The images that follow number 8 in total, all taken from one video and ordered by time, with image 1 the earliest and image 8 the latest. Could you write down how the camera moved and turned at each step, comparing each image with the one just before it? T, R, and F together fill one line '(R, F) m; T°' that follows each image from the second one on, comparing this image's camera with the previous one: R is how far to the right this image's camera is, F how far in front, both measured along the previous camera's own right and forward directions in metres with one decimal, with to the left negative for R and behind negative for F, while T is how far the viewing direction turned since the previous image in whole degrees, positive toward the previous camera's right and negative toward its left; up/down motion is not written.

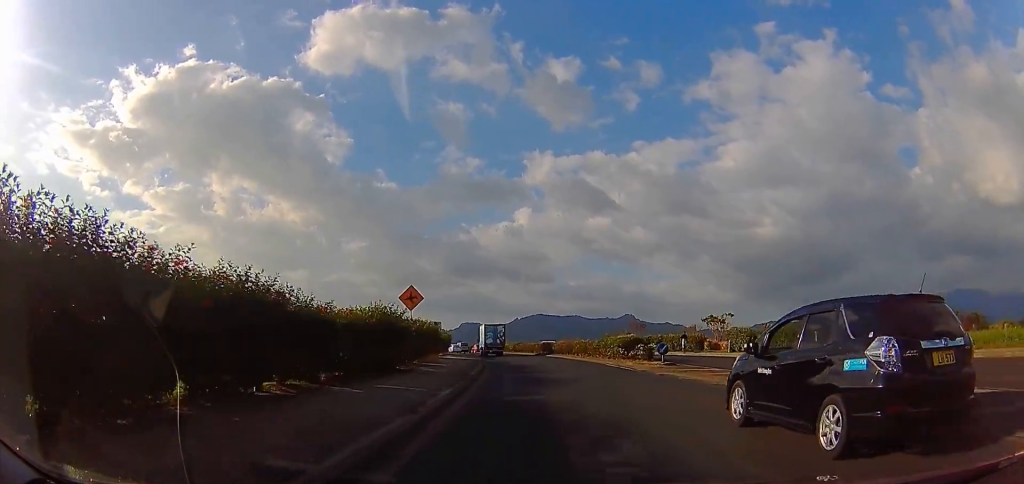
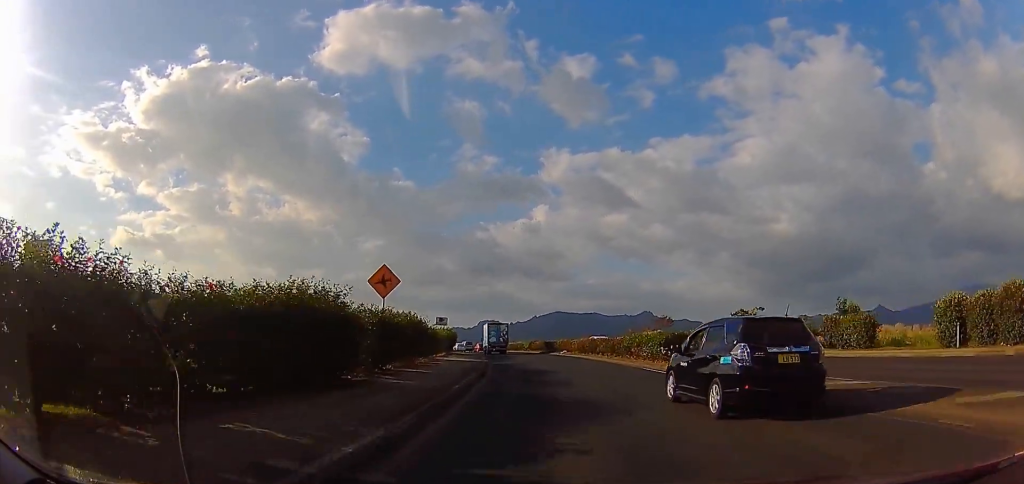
(0.0, +7.0) m; 0°
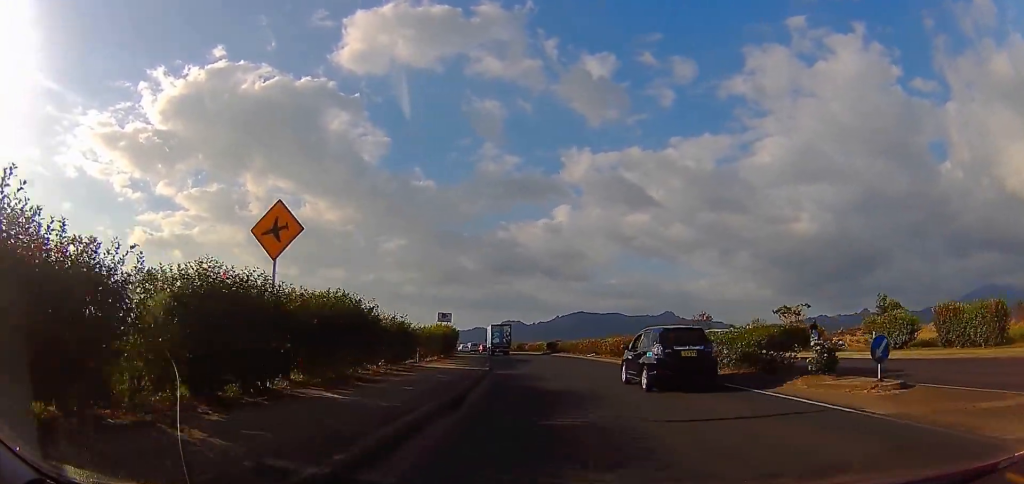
(0.0, +9.4) m; 0°
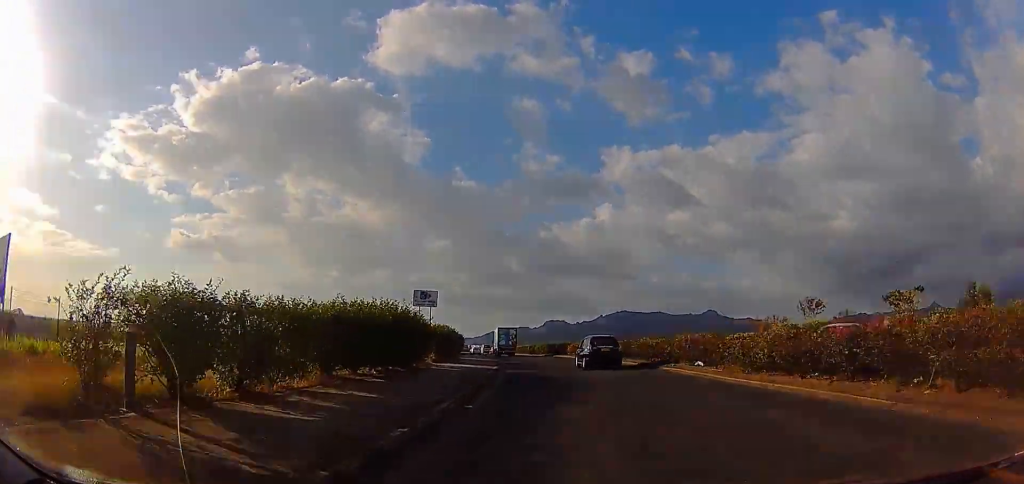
(-1.1, +20.3) m; -7°
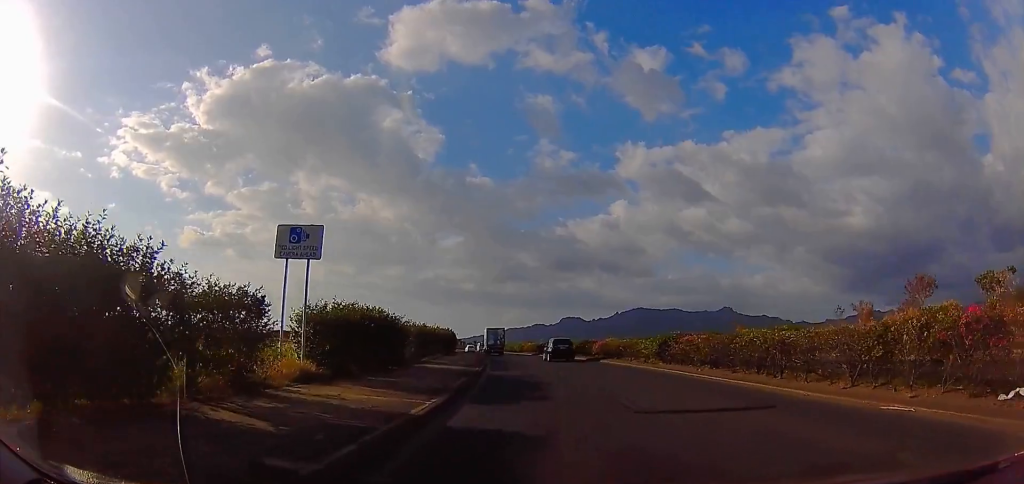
(0.0, +15.3) m; 0°
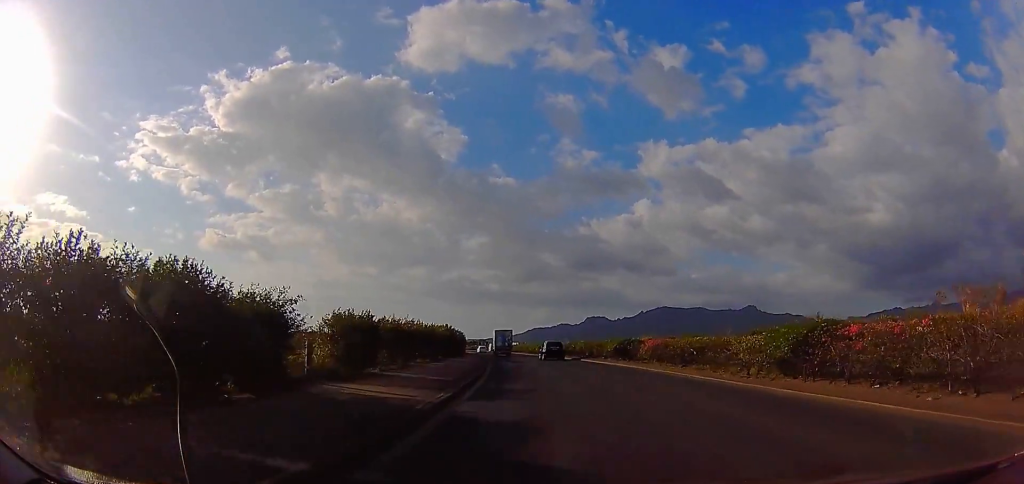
(-0.2, +11.1) m; -3°
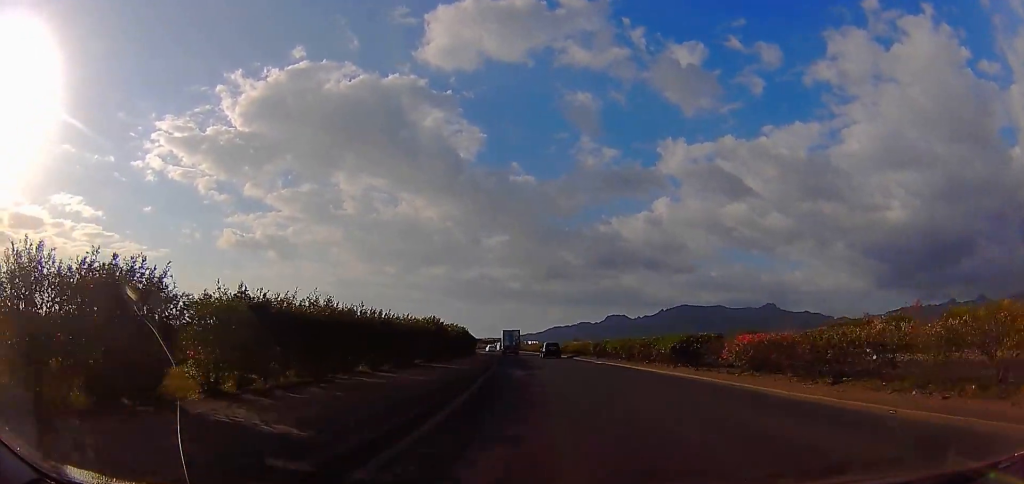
(-0.6, +10.1) m; -3°
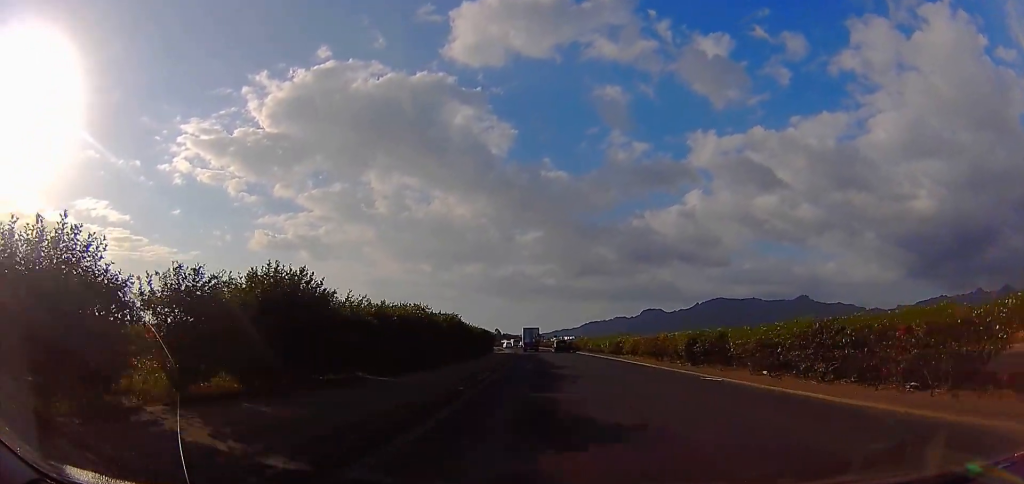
(0.0, +17.8) m; -4°
